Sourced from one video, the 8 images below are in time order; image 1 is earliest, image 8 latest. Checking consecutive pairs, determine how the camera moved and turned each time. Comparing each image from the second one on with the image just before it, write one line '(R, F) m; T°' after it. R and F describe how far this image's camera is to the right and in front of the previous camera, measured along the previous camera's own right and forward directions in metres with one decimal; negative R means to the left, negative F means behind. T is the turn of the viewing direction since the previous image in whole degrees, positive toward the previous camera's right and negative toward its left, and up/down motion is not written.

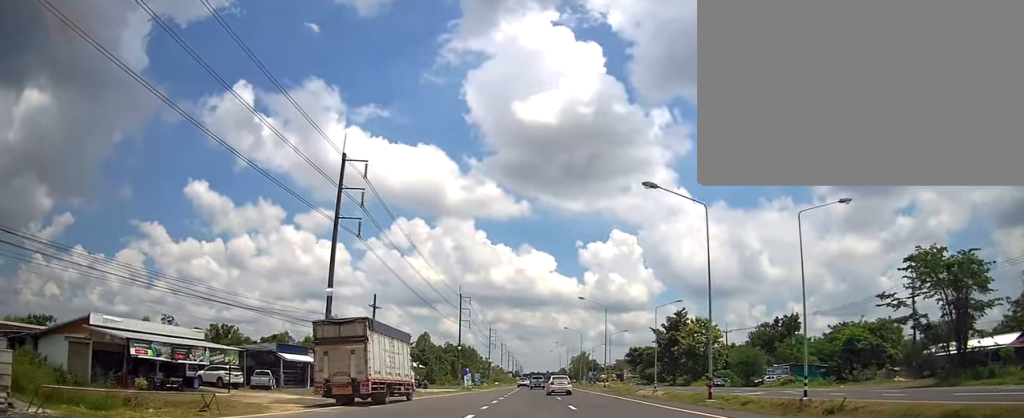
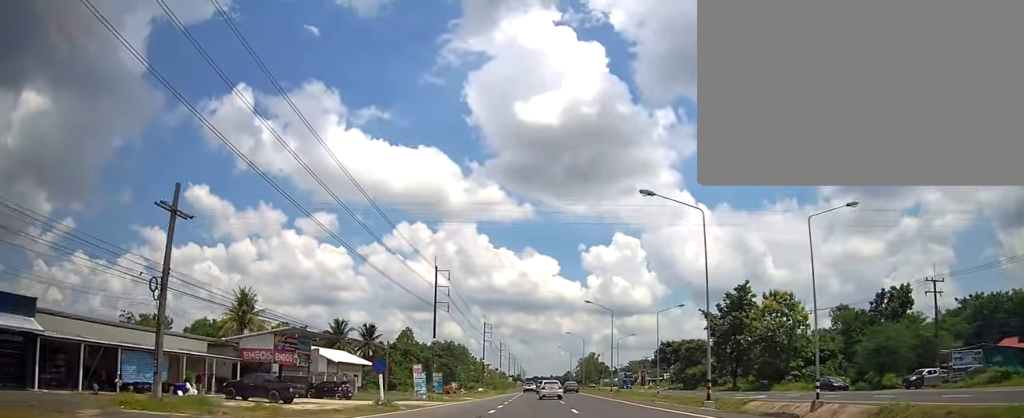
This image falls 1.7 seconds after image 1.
(-0.9, +35.6) m; -3°
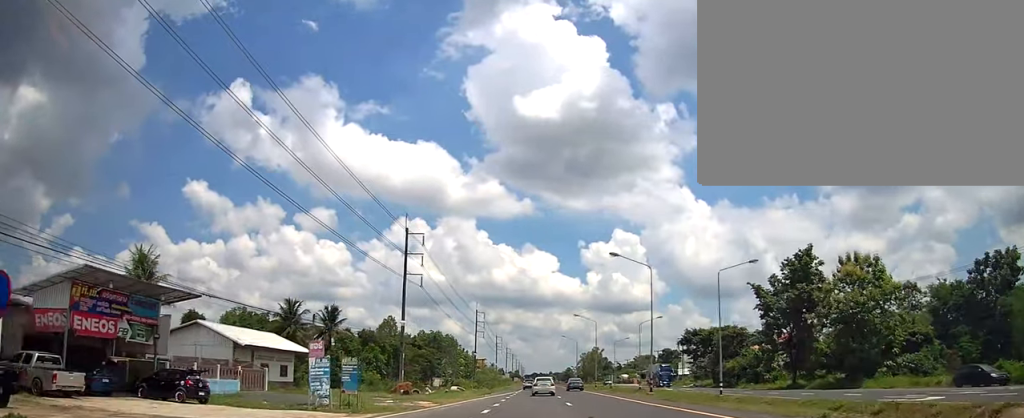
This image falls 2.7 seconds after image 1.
(0.0, +21.2) m; +1°
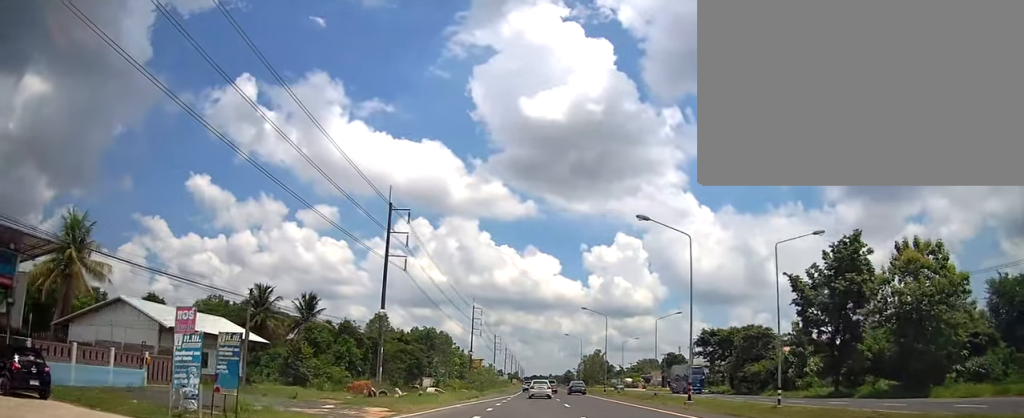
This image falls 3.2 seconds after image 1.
(+0.2, +9.8) m; 0°
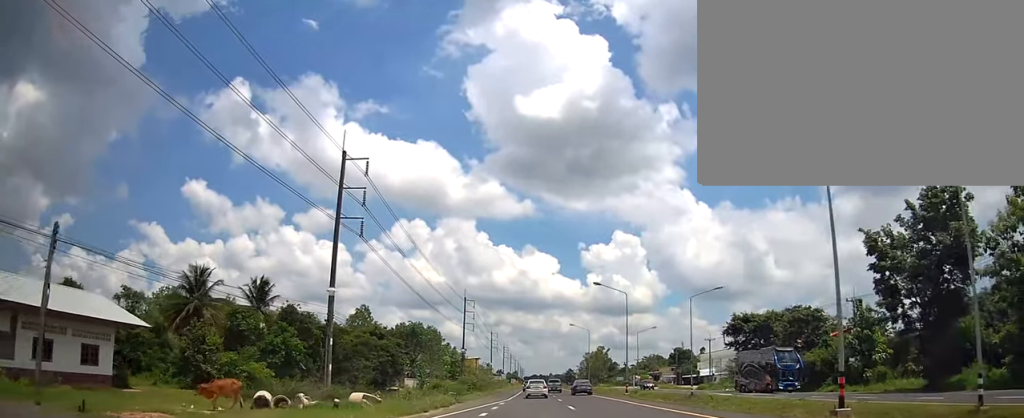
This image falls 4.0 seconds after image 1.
(0.0, +14.9) m; 0°
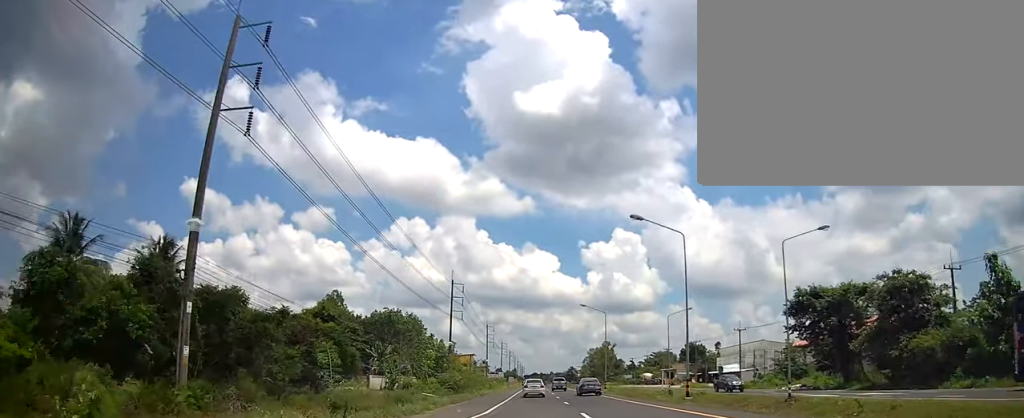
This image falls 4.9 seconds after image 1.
(-0.3, +19.3) m; 0°
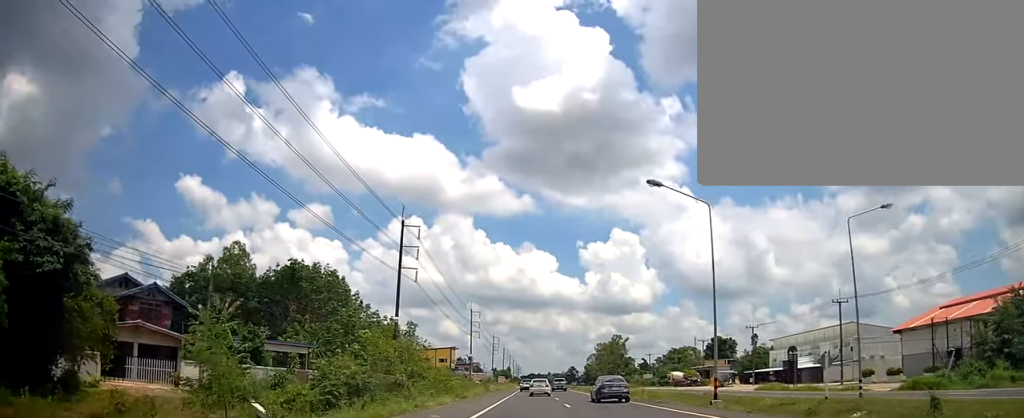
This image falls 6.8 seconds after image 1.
(+0.9, +38.9) m; +1°
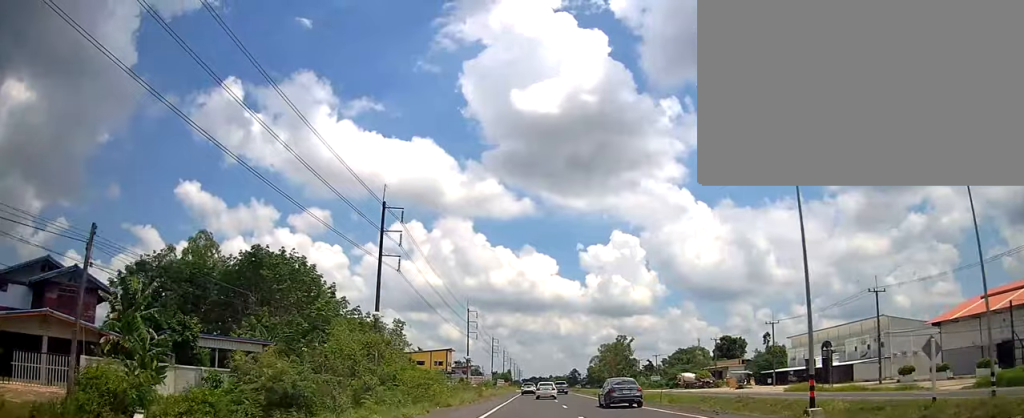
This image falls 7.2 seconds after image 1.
(-0.1, +8.7) m; -1°
